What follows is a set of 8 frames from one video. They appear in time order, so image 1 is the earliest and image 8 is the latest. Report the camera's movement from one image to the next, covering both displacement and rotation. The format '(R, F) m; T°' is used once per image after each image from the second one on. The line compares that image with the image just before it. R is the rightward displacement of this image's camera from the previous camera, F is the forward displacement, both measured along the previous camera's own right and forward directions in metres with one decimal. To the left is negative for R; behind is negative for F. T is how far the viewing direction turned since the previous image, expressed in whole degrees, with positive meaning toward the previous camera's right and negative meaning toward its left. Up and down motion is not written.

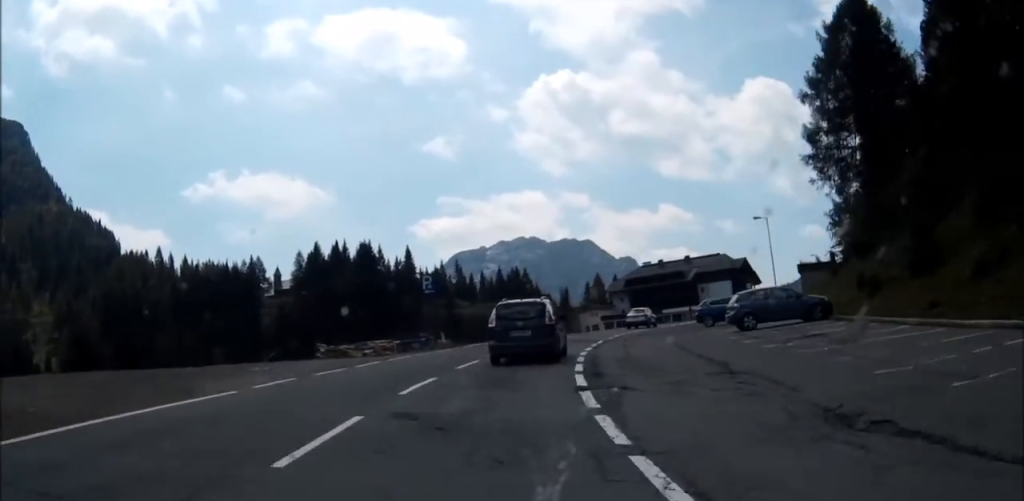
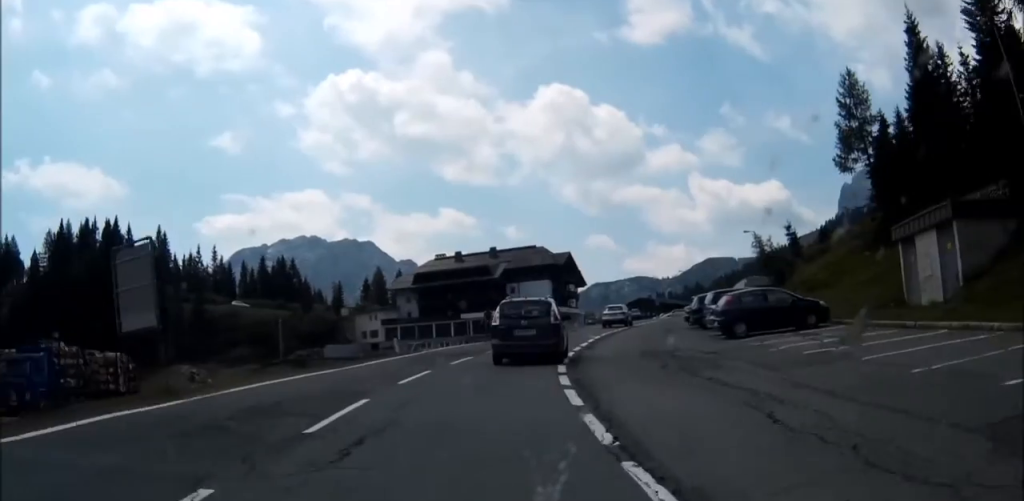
(+5.9, +39.2) m; +17°
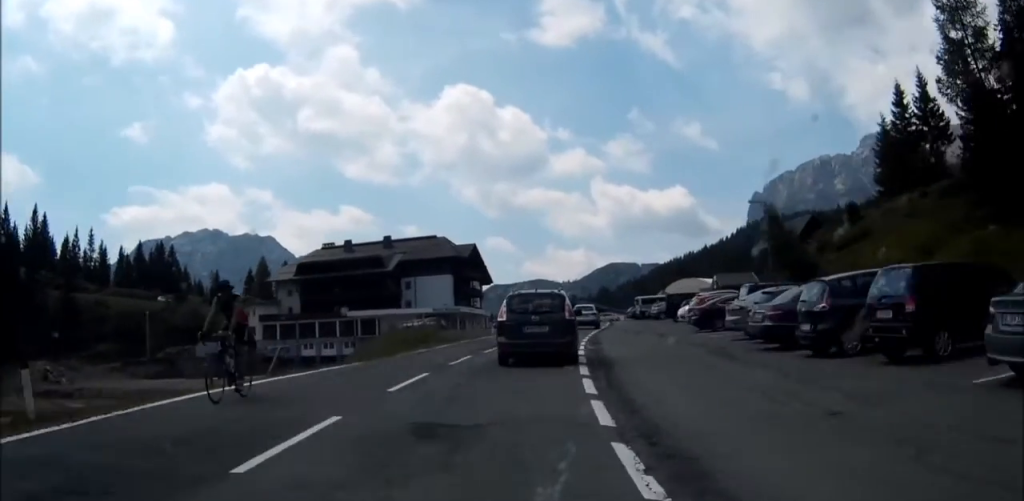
(+1.3, +18.2) m; +7°
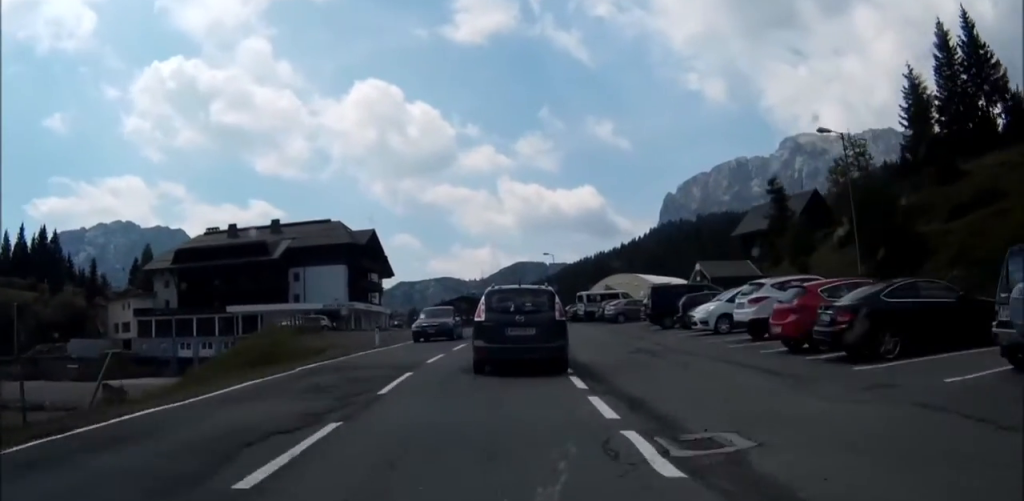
(+0.9, +16.1) m; +6°
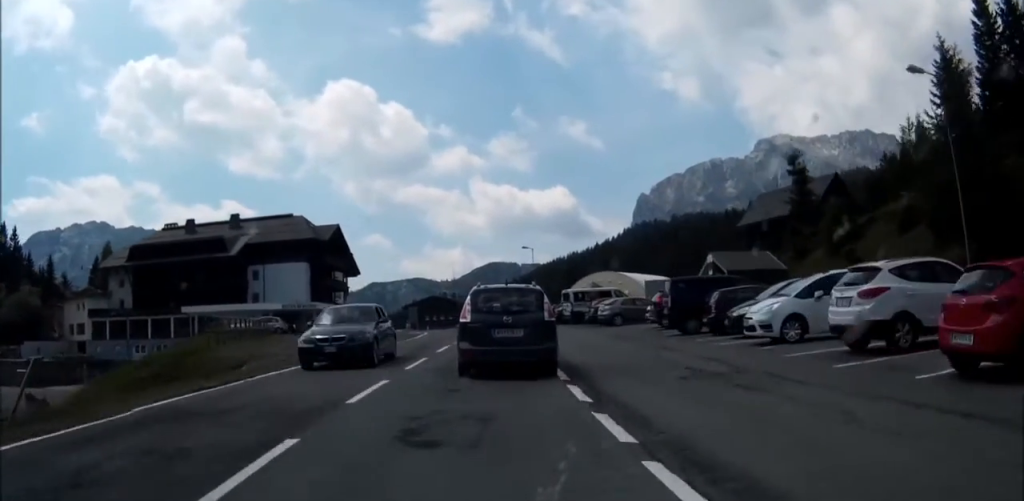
(+0.2, +7.1) m; +2°
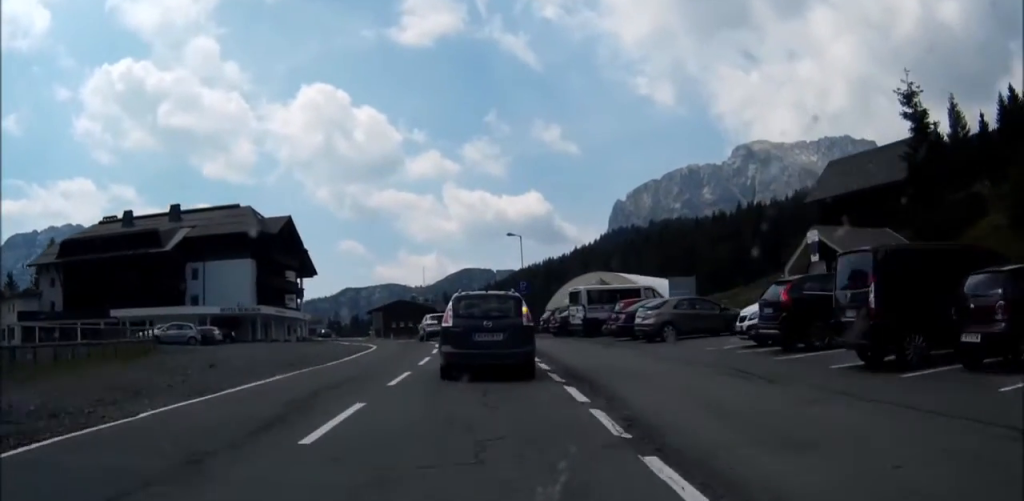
(+0.5, +14.7) m; +2°
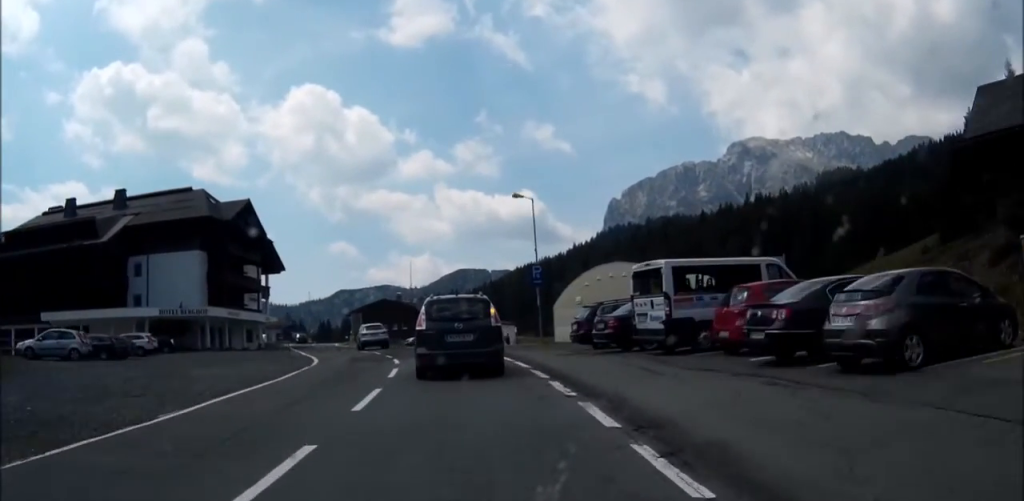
(+0.1, +15.4) m; -1°
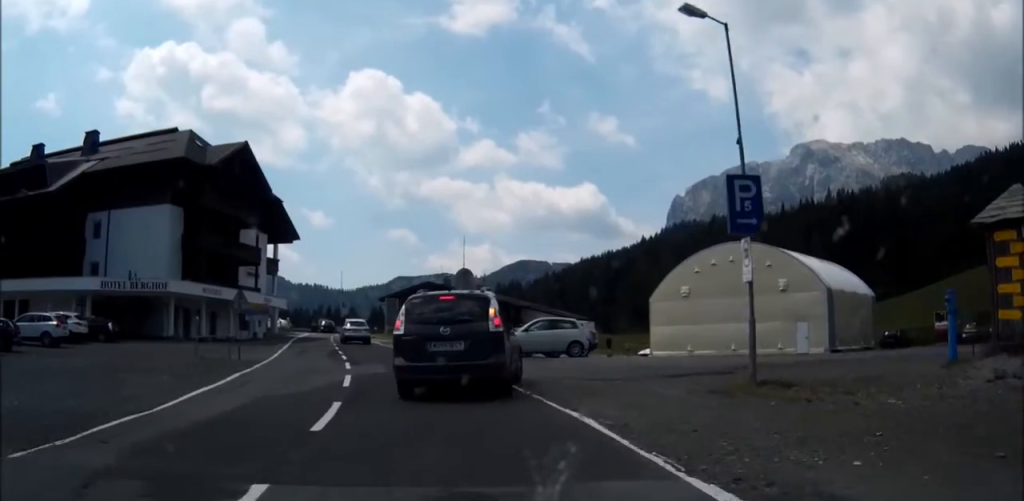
(-0.8, +20.2) m; -6°
